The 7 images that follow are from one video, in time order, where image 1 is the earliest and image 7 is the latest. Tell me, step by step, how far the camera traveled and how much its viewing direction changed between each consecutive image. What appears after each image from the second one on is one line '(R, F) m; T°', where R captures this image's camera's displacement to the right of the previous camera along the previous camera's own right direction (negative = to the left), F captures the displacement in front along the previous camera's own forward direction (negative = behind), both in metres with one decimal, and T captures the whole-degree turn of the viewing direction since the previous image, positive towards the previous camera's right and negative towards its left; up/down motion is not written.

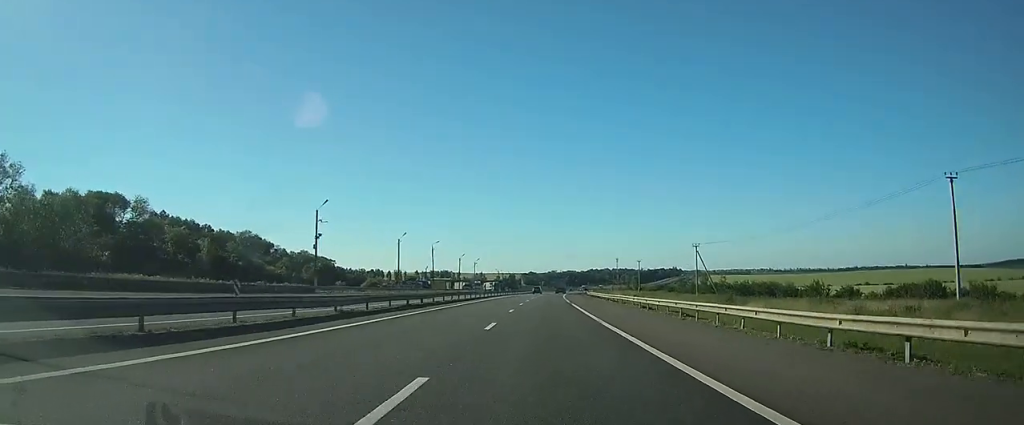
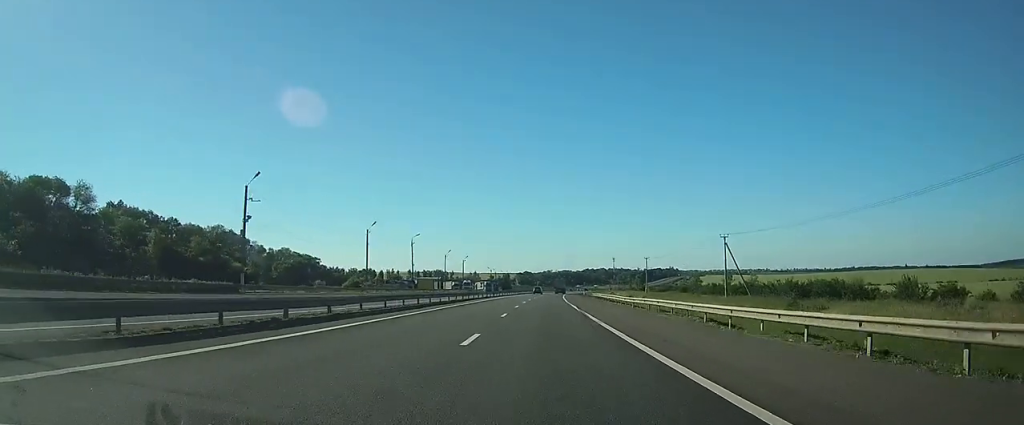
(+0.2, +16.6) m; +1°
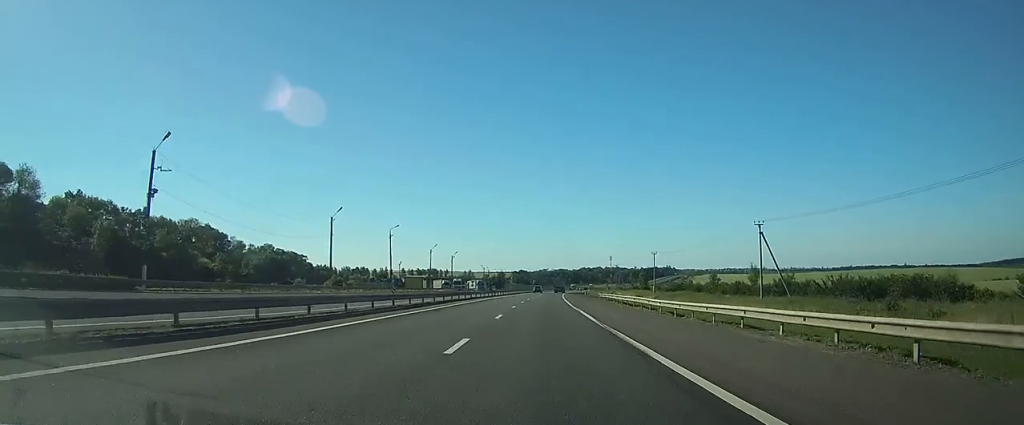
(+0.1, +13.8) m; 0°
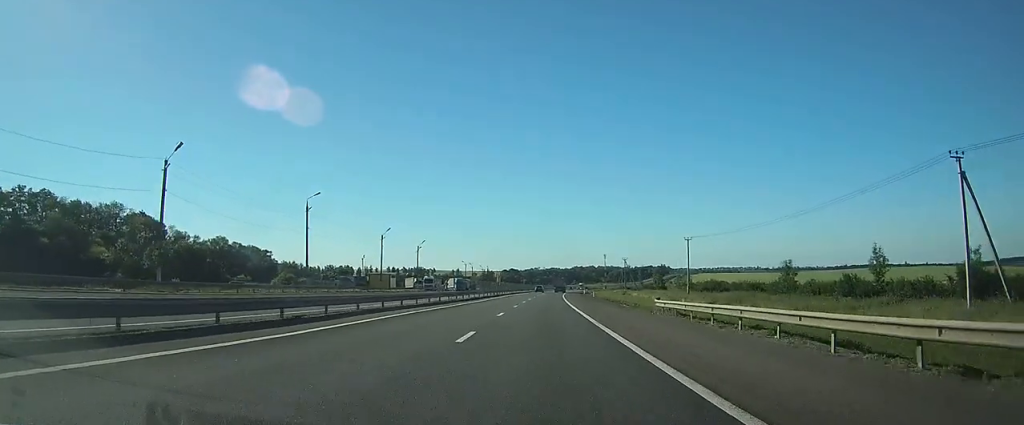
(+0.2, +33.8) m; +1°
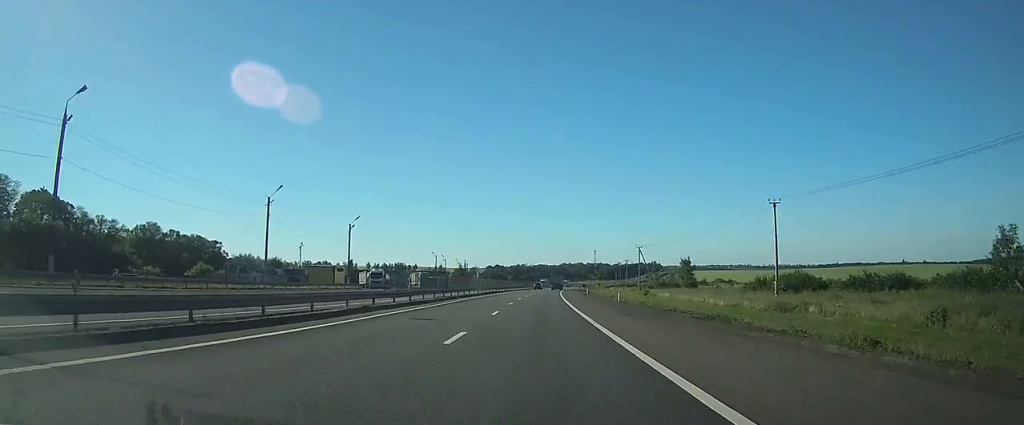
(+0.3, +37.1) m; +1°
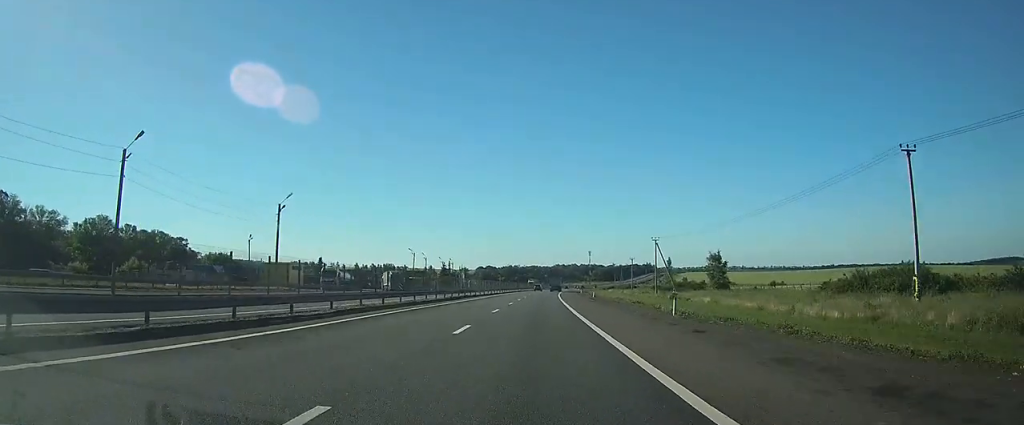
(+0.1, +21.6) m; +1°
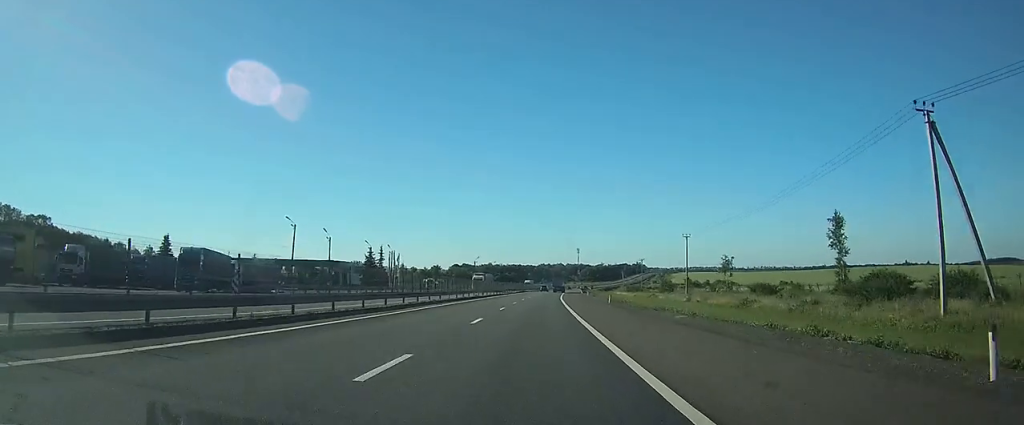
(+1.7, +67.7) m; +3°
